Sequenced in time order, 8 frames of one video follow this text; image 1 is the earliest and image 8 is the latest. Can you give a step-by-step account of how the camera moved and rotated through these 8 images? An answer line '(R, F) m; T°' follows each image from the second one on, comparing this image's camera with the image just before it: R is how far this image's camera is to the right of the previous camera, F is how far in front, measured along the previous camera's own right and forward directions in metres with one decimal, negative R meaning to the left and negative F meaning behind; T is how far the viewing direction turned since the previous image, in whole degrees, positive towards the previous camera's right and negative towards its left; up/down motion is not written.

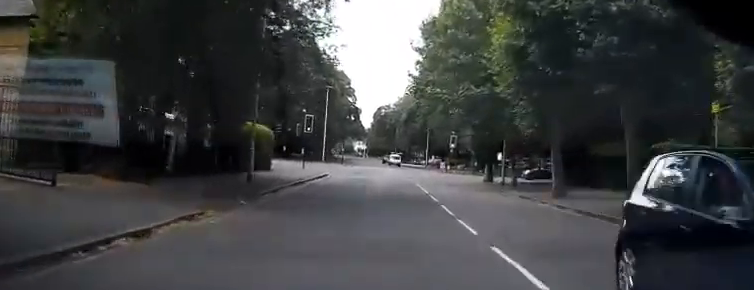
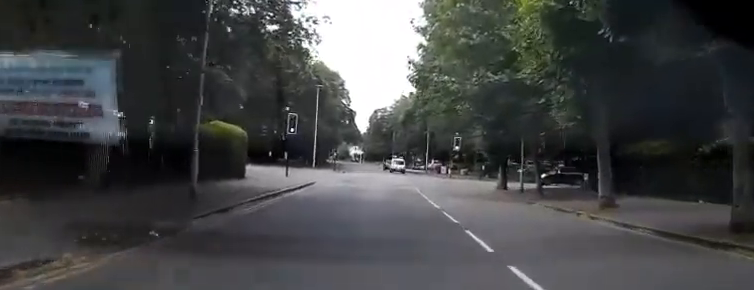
(+0.1, +6.4) m; 0°
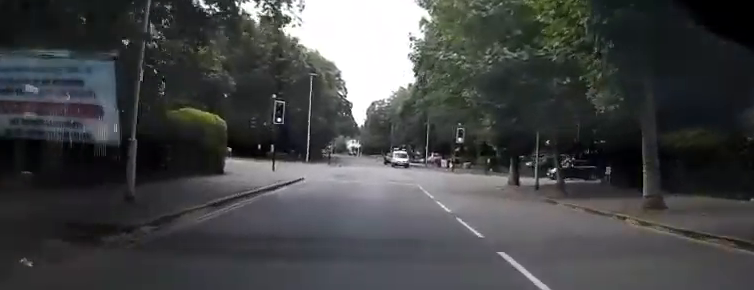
(0.0, +4.0) m; 0°
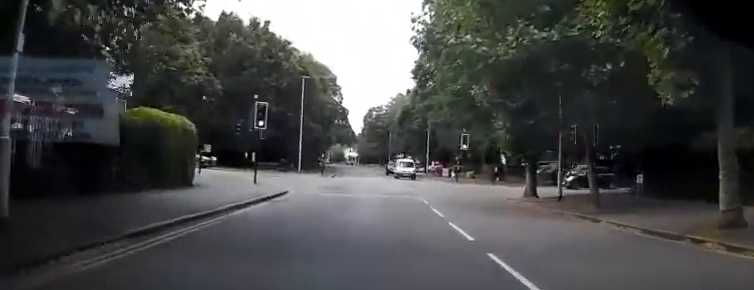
(-0.1, +4.4) m; -1°
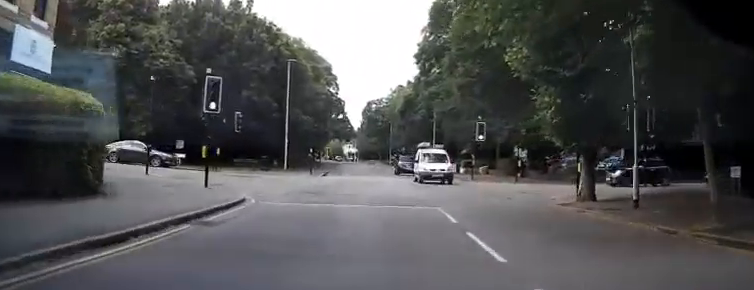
(-0.1, +8.5) m; -3°
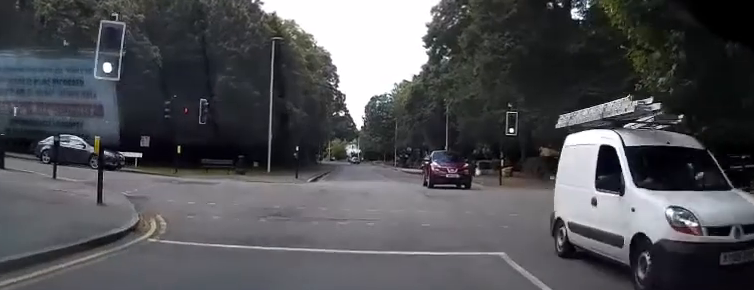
(-0.4, +8.9) m; -1°
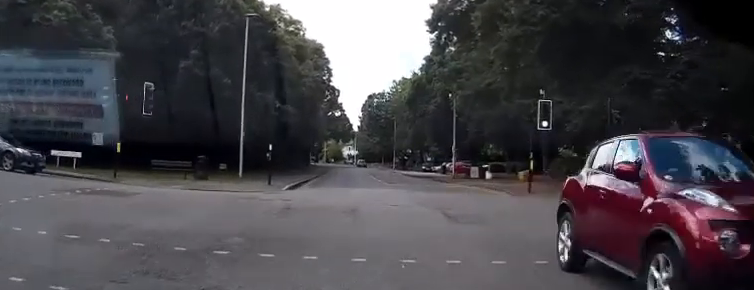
(+0.4, +6.8) m; +5°
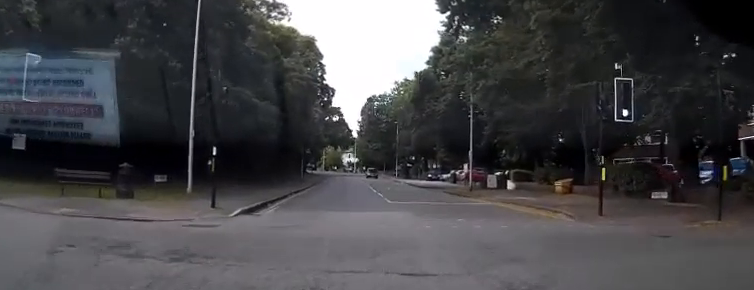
(+0.3, +8.4) m; +4°
